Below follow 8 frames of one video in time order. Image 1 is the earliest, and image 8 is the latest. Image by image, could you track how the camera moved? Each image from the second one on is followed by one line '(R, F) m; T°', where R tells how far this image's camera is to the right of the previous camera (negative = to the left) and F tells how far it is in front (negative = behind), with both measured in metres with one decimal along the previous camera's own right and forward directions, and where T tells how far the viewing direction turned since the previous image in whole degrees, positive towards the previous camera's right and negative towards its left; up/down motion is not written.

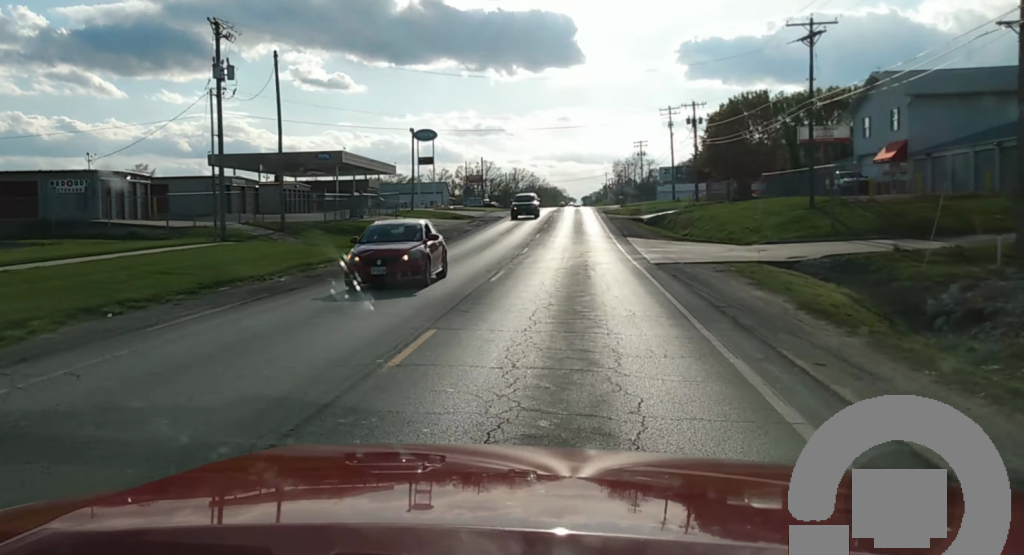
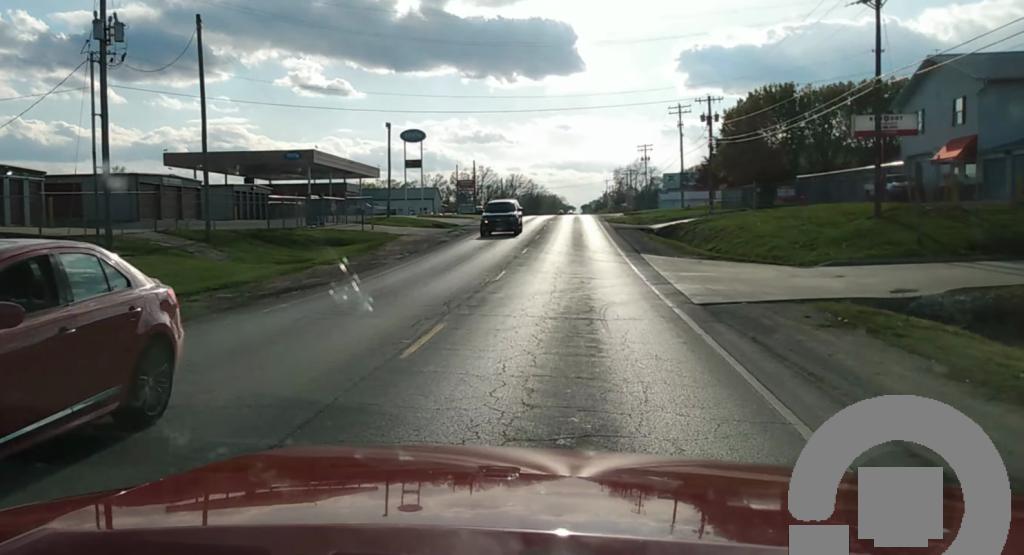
(0.0, +10.9) m; 0°
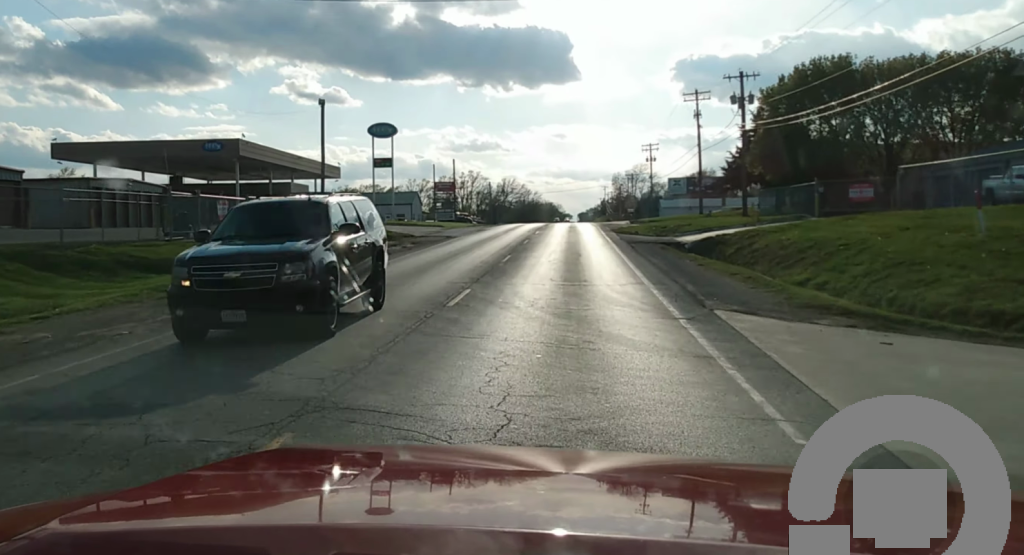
(0.0, +19.3) m; 0°
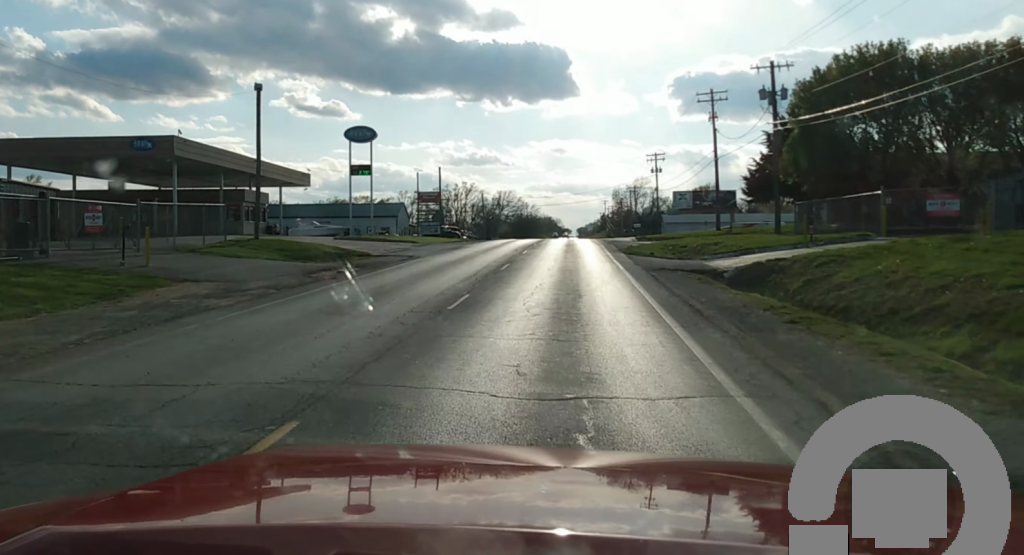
(0.0, +11.6) m; 0°
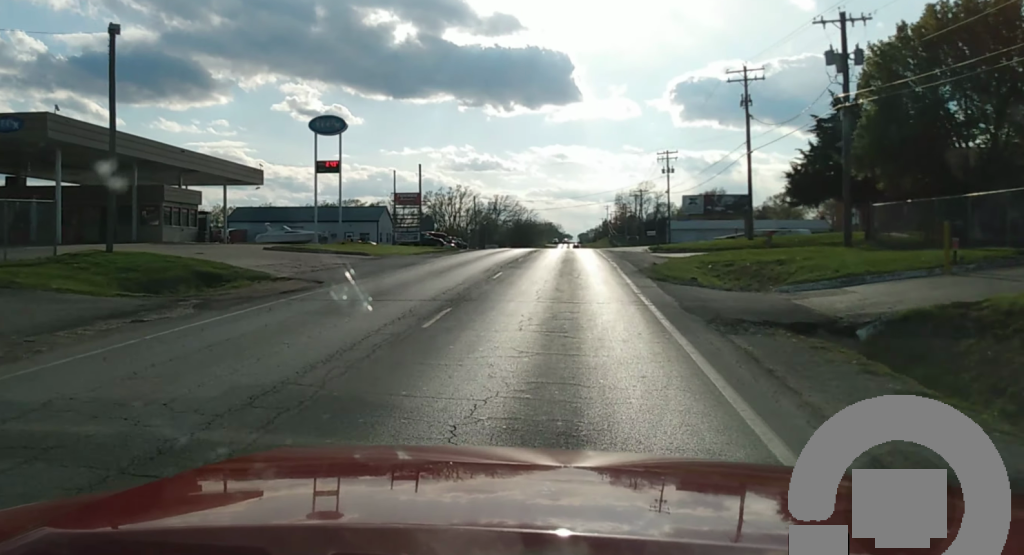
(+0.1, +14.8) m; 0°
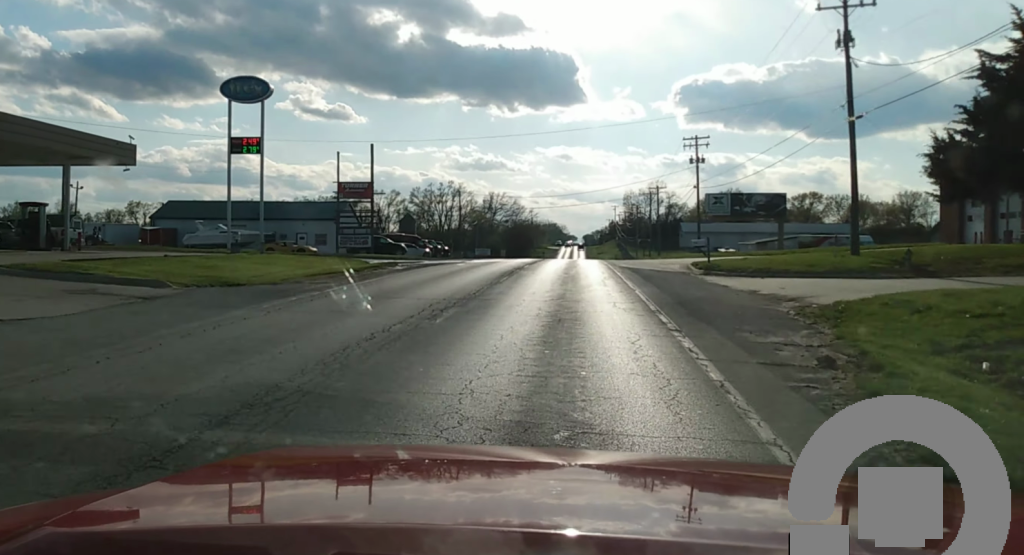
(0.0, +23.3) m; 0°
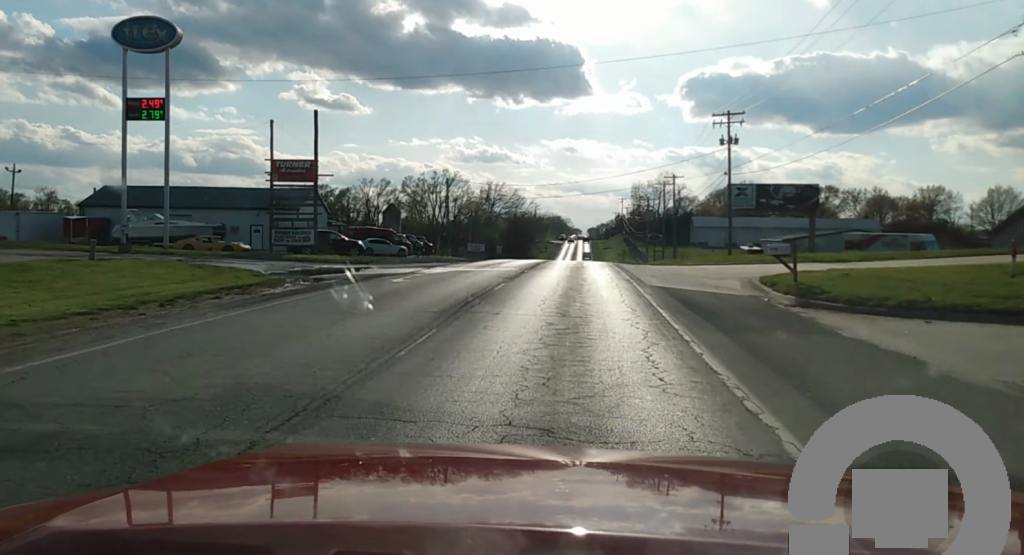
(0.0, +16.2) m; 0°
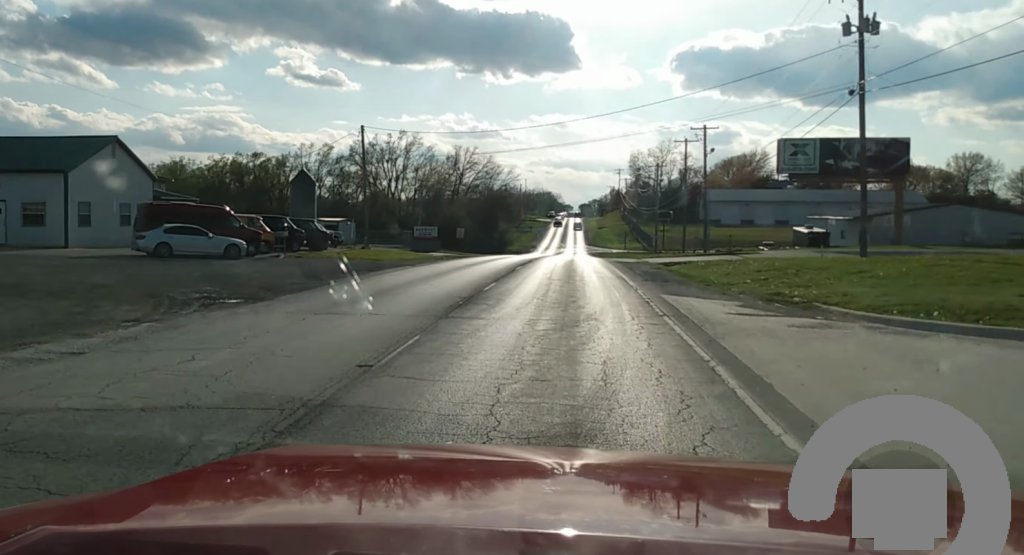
(-0.3, +36.5) m; -2°
